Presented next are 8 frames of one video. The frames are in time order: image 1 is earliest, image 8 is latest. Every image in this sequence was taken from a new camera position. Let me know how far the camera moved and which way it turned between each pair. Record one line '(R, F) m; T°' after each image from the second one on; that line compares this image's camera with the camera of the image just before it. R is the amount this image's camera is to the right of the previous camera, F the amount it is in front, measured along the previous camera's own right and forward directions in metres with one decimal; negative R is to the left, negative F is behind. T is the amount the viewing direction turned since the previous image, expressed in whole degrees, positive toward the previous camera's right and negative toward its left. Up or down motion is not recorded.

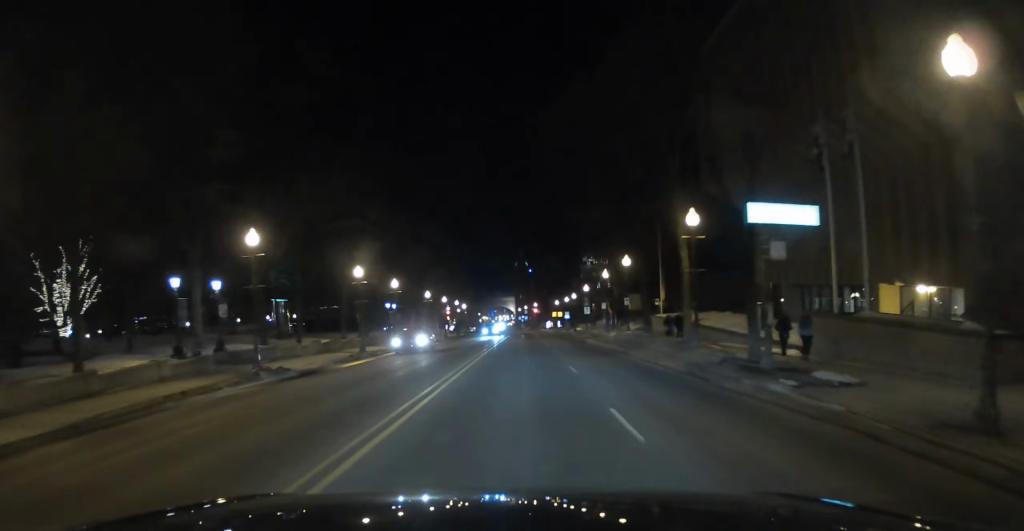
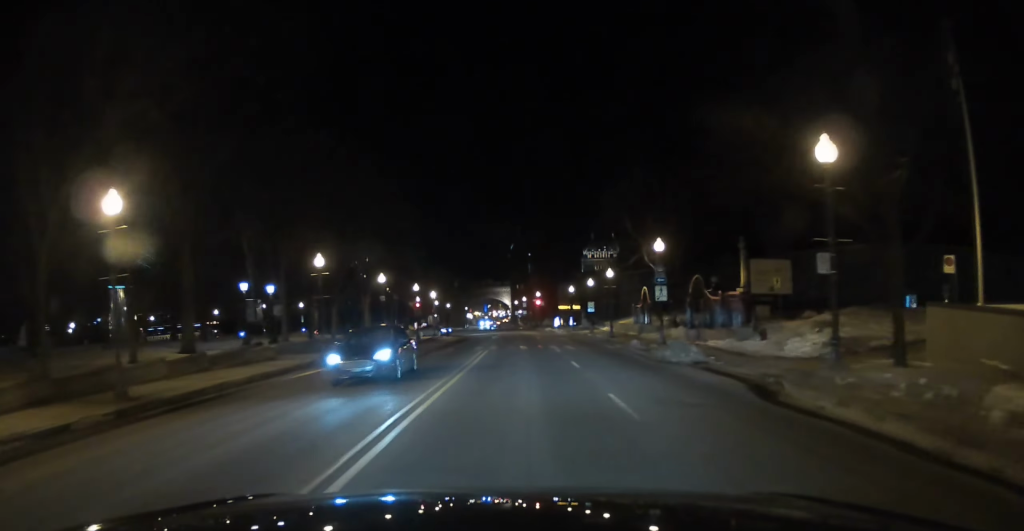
(0.0, +35.9) m; 0°
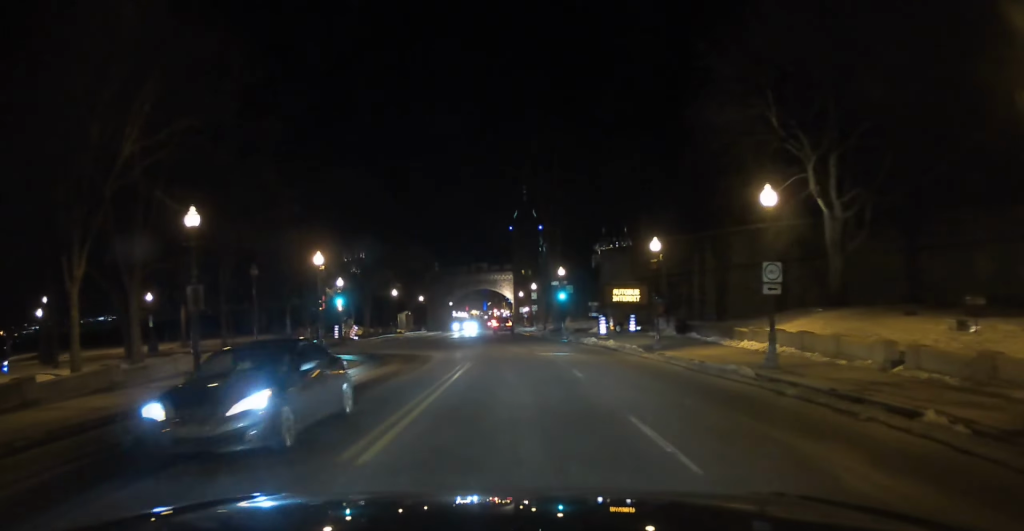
(-0.3, +53.2) m; -1°
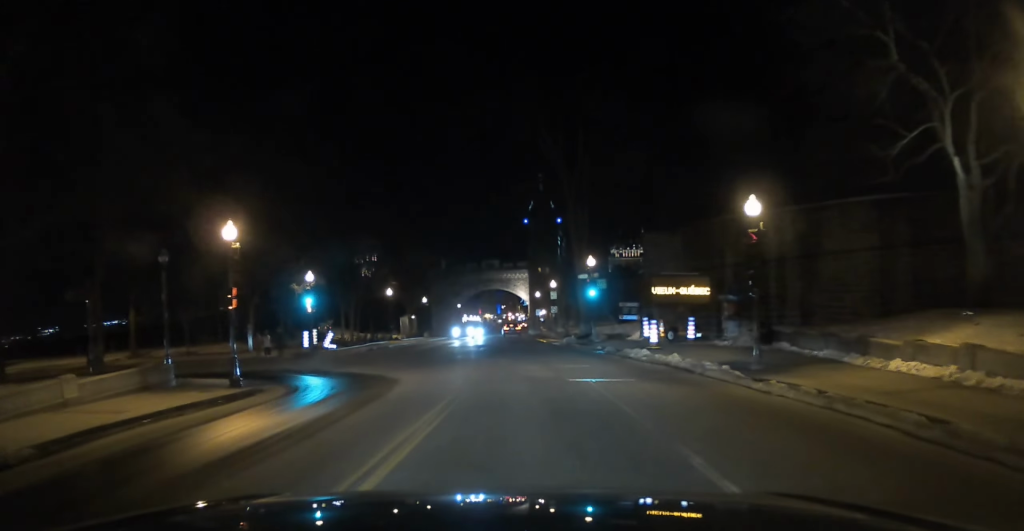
(+0.2, +15.9) m; -1°
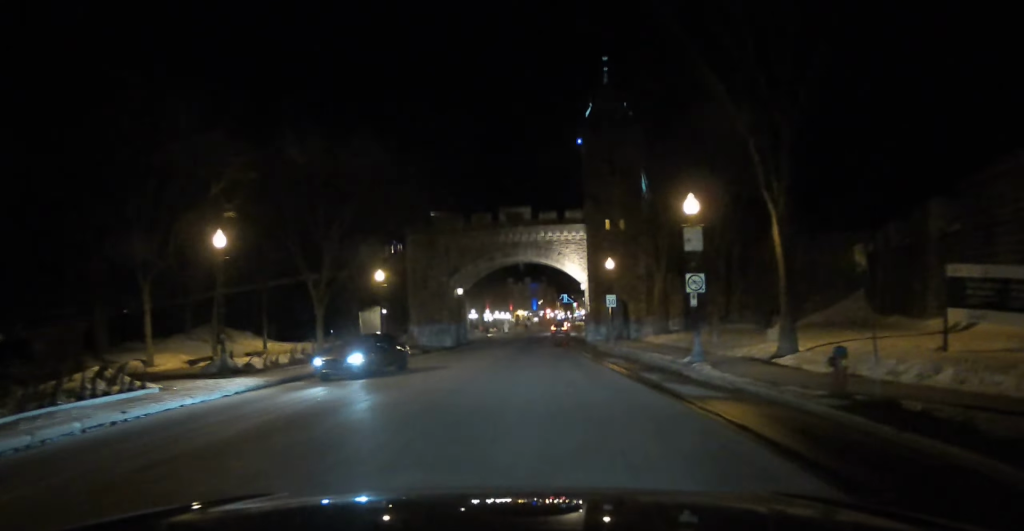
(-1.5, +45.9) m; -2°
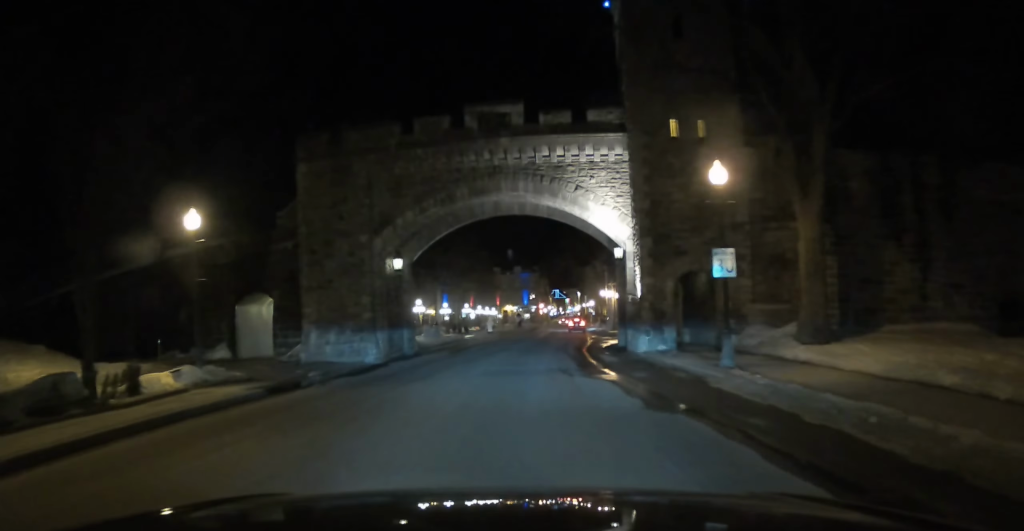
(0.0, +23.7) m; +1°
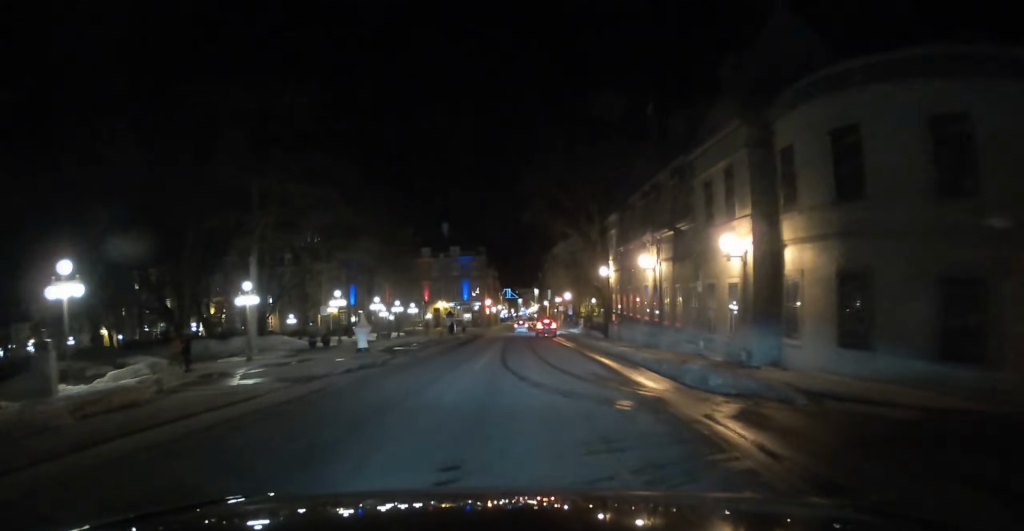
(+0.9, +43.3) m; +2°
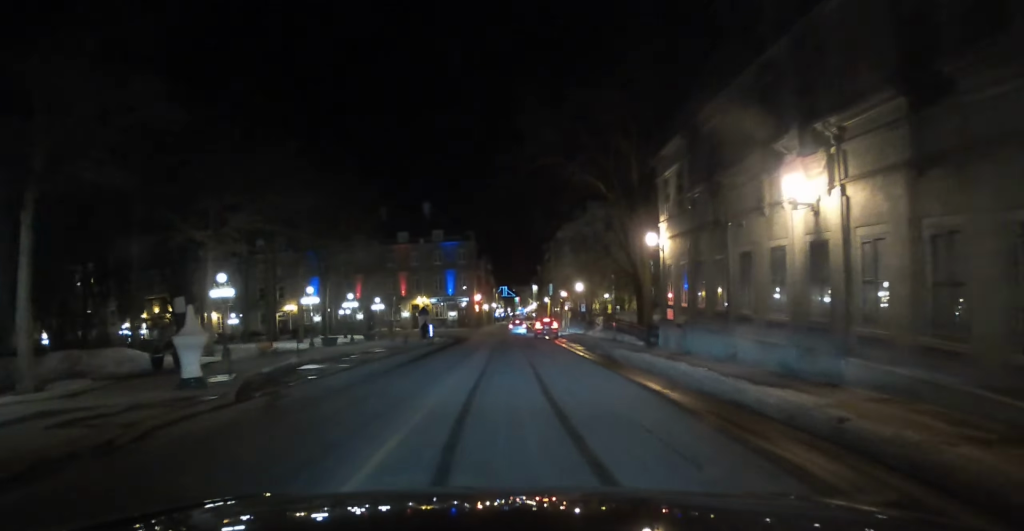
(+0.1, +17.5) m; +1°
